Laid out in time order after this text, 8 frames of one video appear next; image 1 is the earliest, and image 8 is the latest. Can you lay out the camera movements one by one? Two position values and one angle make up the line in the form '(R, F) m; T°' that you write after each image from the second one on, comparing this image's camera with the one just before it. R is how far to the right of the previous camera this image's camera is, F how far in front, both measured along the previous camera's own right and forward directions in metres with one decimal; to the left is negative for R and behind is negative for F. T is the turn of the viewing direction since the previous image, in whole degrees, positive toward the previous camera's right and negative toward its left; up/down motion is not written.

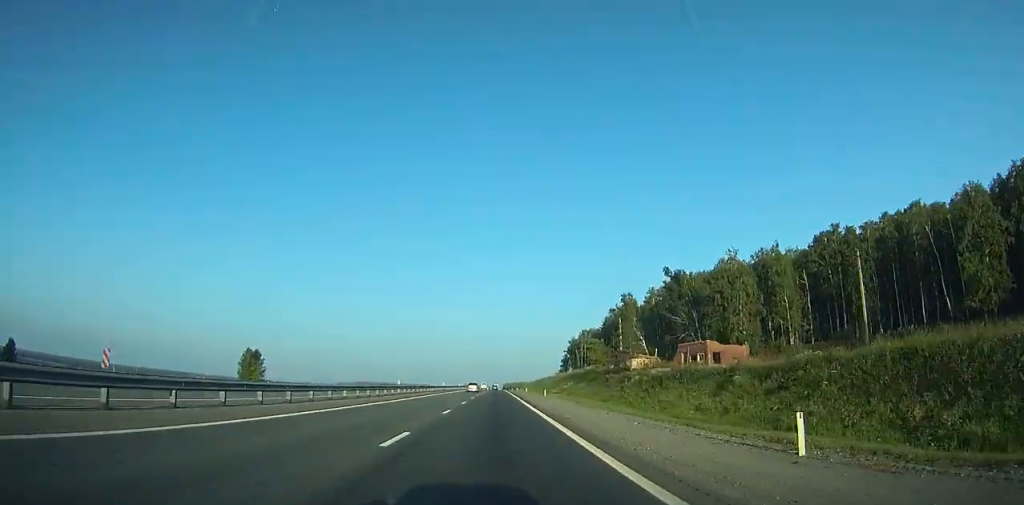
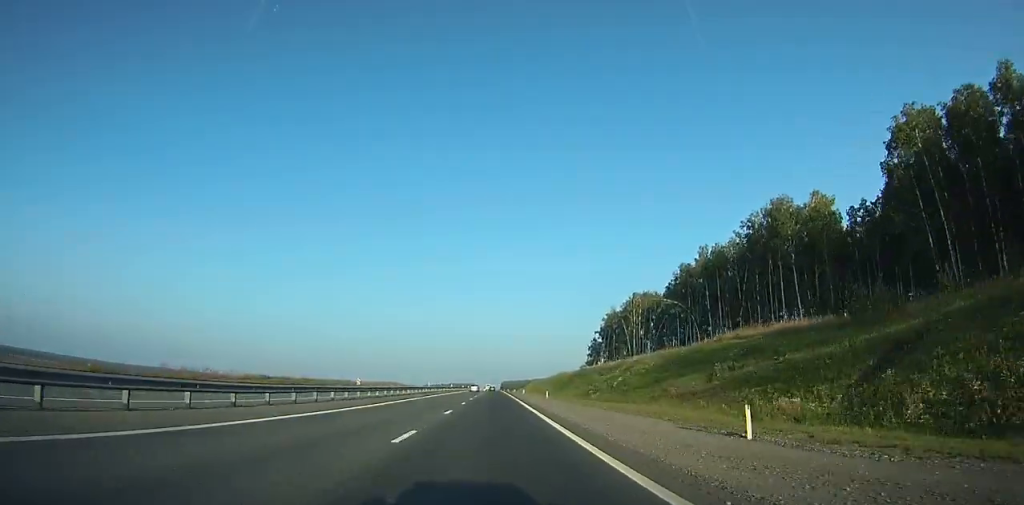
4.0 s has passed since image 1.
(-0.4, +98.1) m; 0°
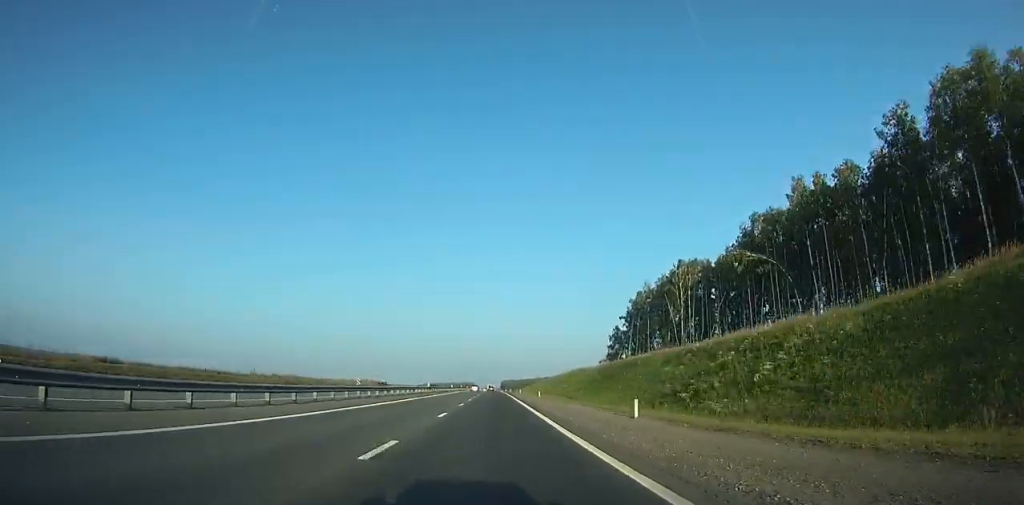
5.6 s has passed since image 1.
(+0.2, +36.9) m; 0°
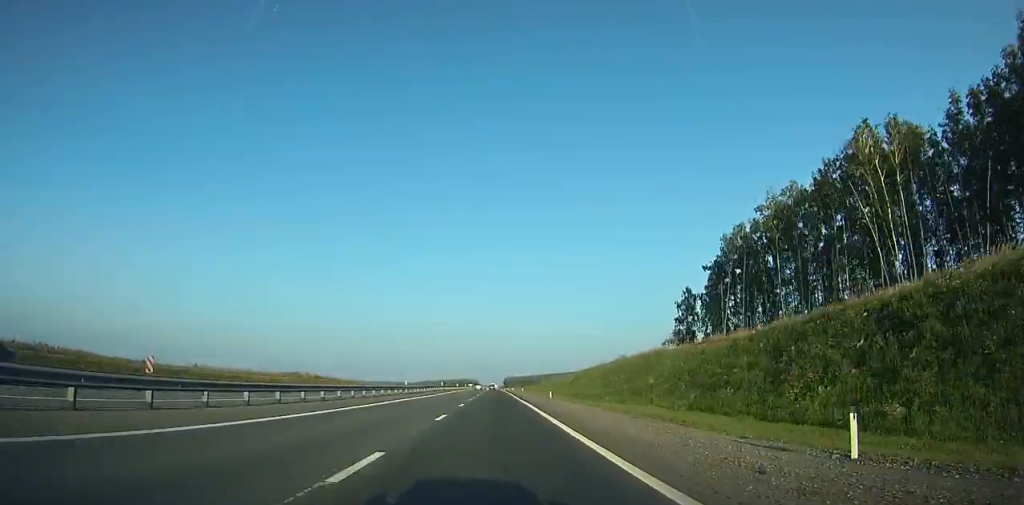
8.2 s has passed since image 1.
(+0.2, +59.8) m; 0°
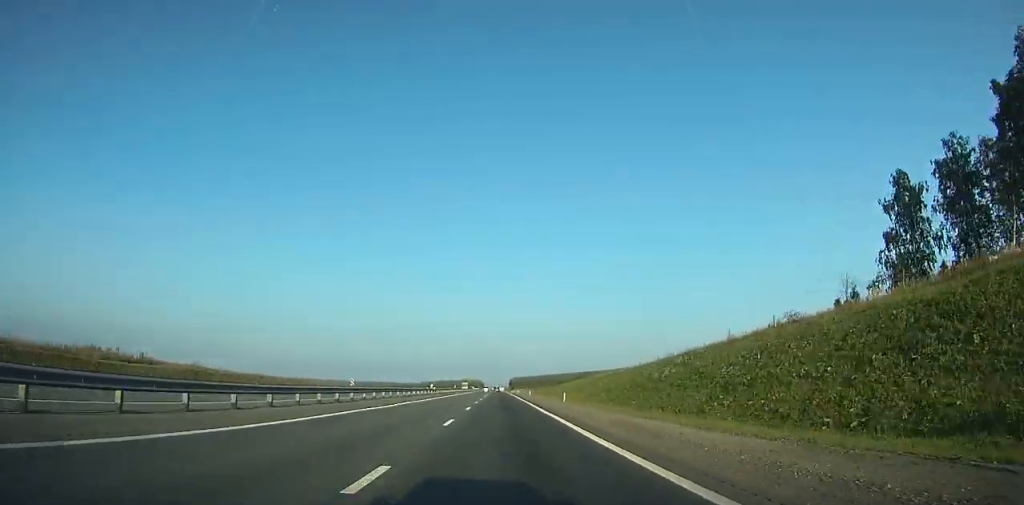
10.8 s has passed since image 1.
(0.0, +59.6) m; 0°
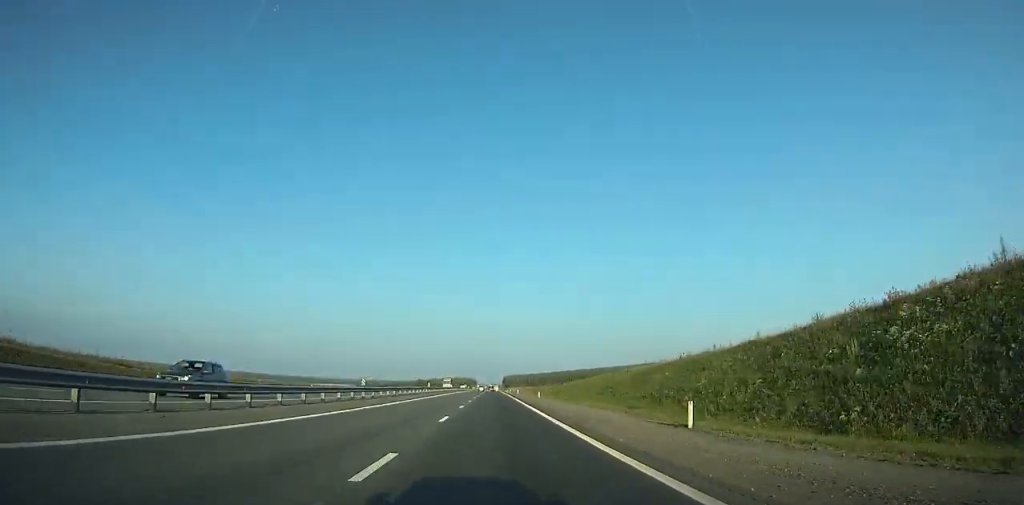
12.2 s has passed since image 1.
(-0.1, +32.2) m; 0°
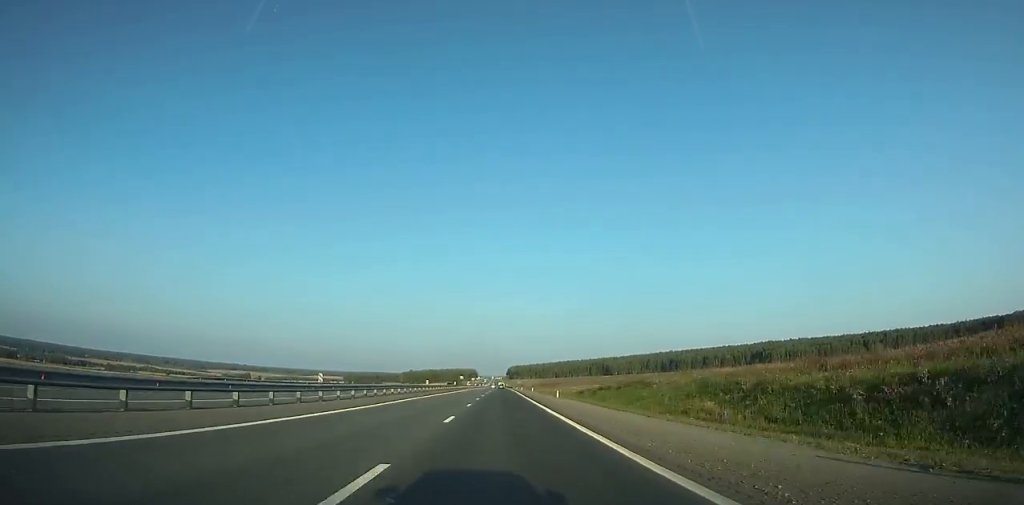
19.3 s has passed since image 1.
(-0.3, +163.5) m; 0°
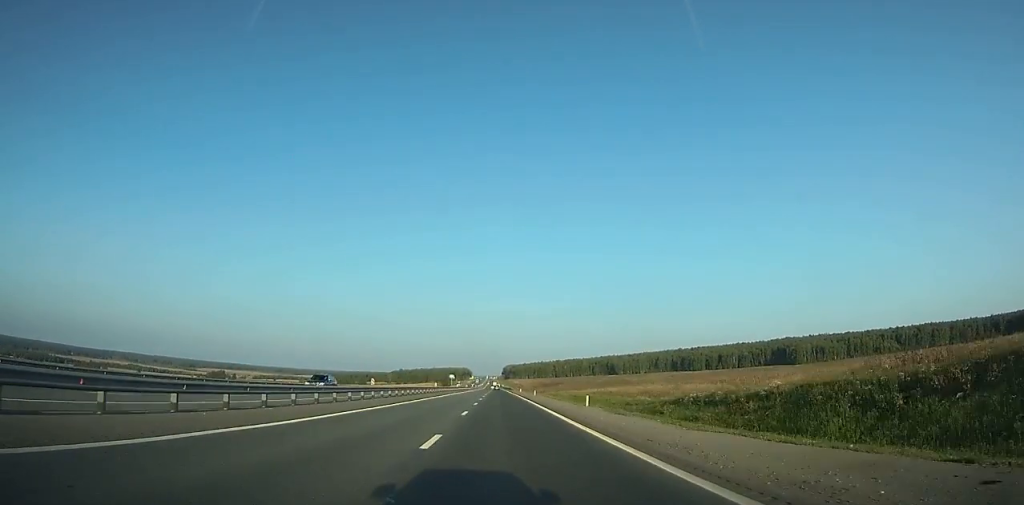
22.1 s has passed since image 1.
(0.0, +63.8) m; 0°
